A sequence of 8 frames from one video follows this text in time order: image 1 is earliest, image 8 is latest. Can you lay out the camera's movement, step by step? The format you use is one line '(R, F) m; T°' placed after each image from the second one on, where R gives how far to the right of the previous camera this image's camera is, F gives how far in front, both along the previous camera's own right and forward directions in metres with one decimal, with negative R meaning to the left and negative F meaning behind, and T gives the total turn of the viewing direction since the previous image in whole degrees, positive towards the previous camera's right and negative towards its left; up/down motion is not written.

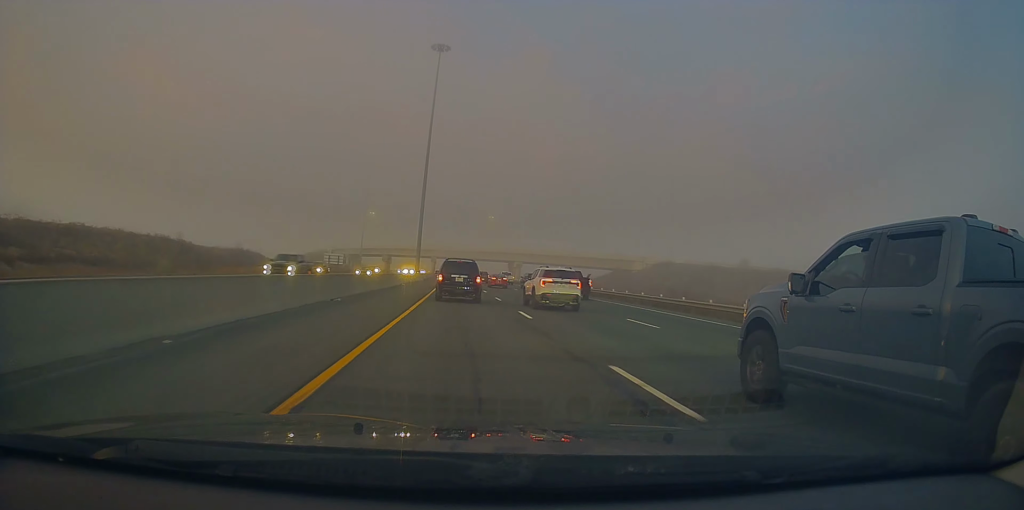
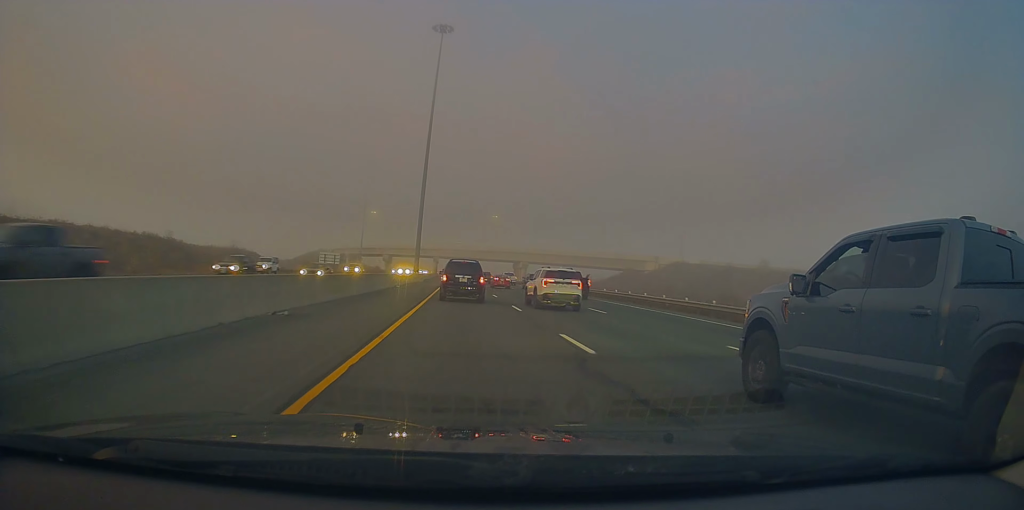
(+0.1, +6.9) m; 0°
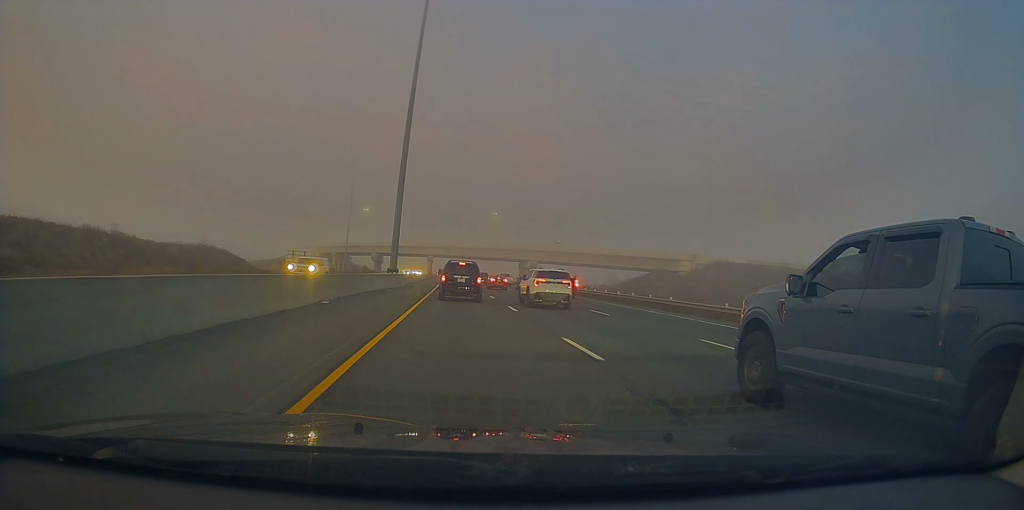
(-0.2, +22.9) m; -1°
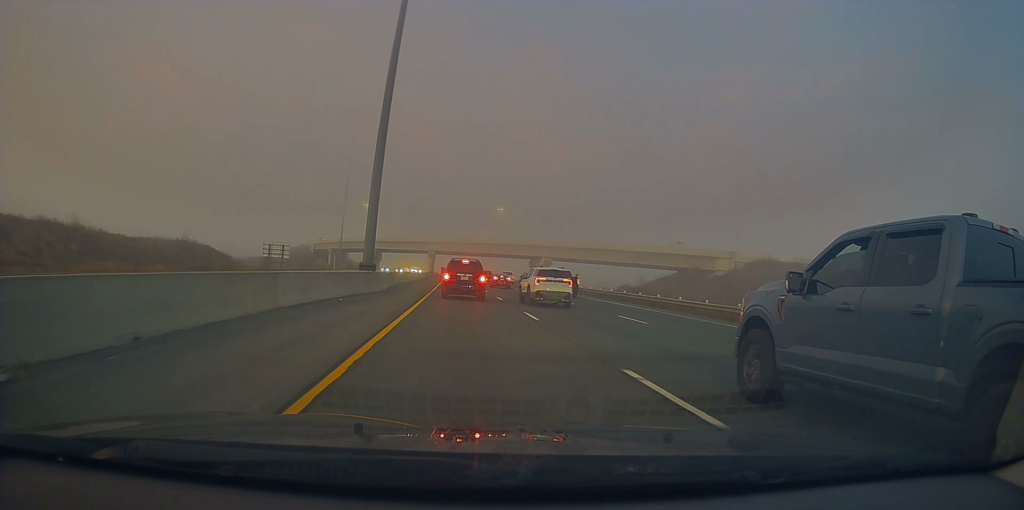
(-0.2, +16.3) m; 0°
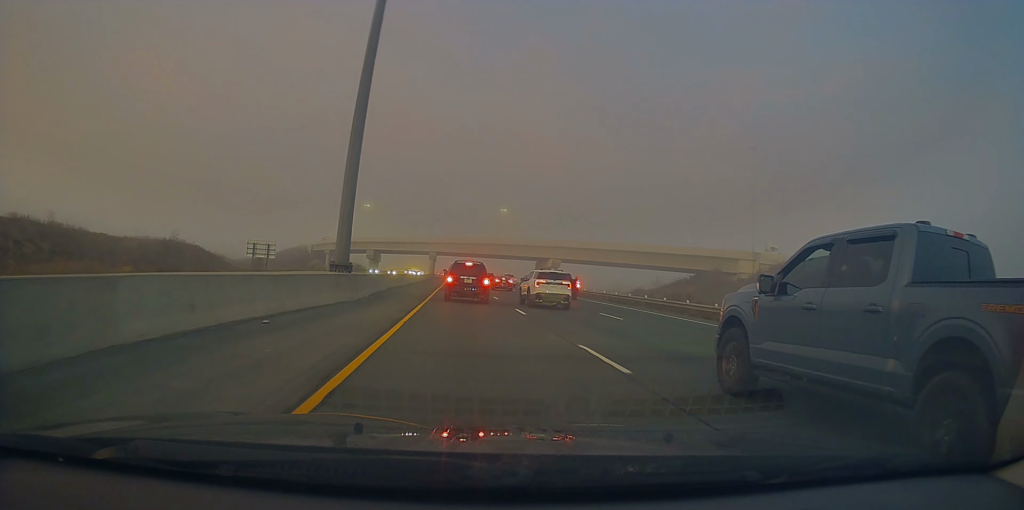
(0.0, +9.0) m; +1°
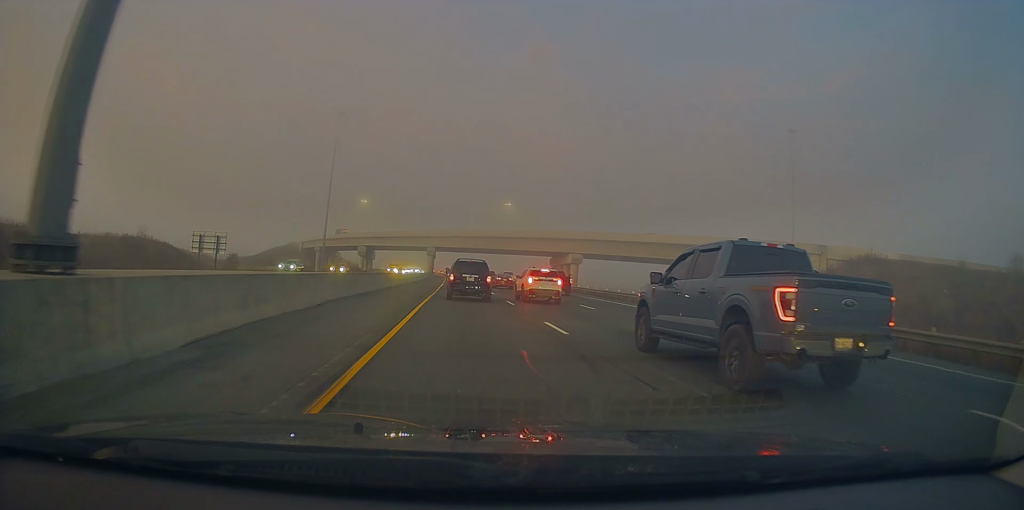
(+0.5, +22.2) m; -1°
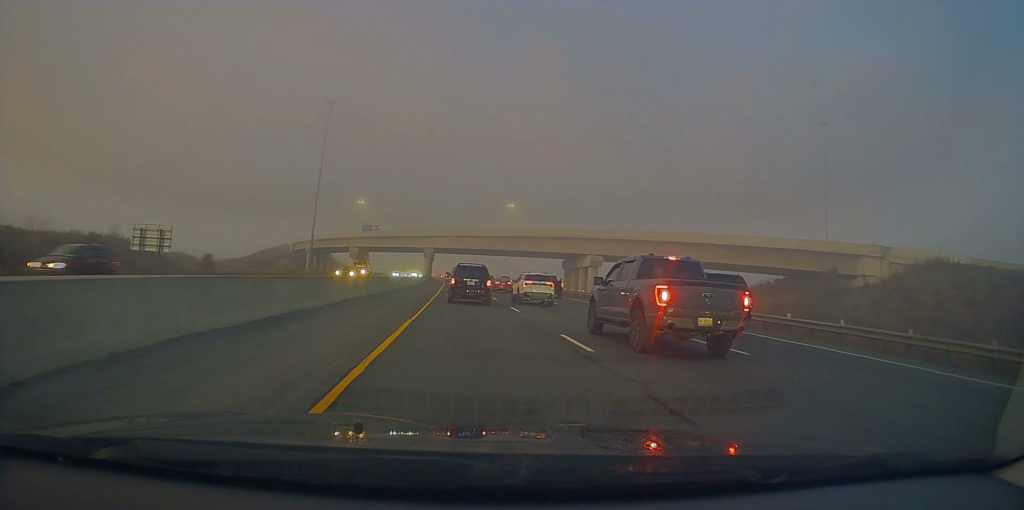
(-0.5, +16.8) m; 0°
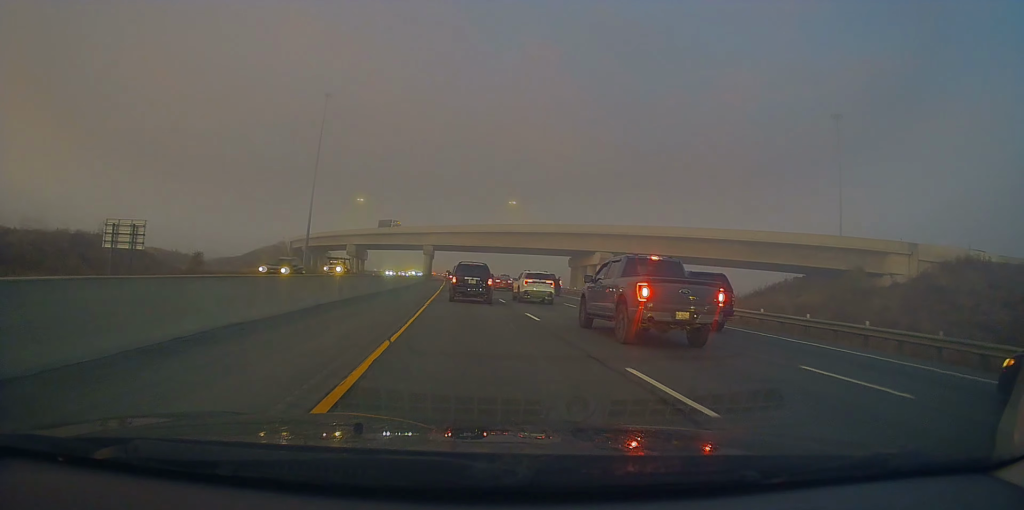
(+0.1, +5.5) m; +1°
